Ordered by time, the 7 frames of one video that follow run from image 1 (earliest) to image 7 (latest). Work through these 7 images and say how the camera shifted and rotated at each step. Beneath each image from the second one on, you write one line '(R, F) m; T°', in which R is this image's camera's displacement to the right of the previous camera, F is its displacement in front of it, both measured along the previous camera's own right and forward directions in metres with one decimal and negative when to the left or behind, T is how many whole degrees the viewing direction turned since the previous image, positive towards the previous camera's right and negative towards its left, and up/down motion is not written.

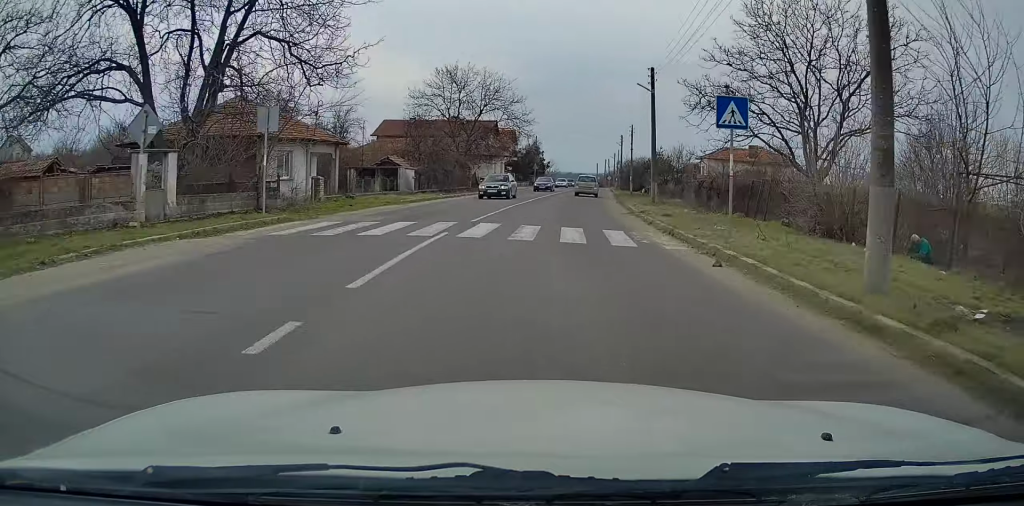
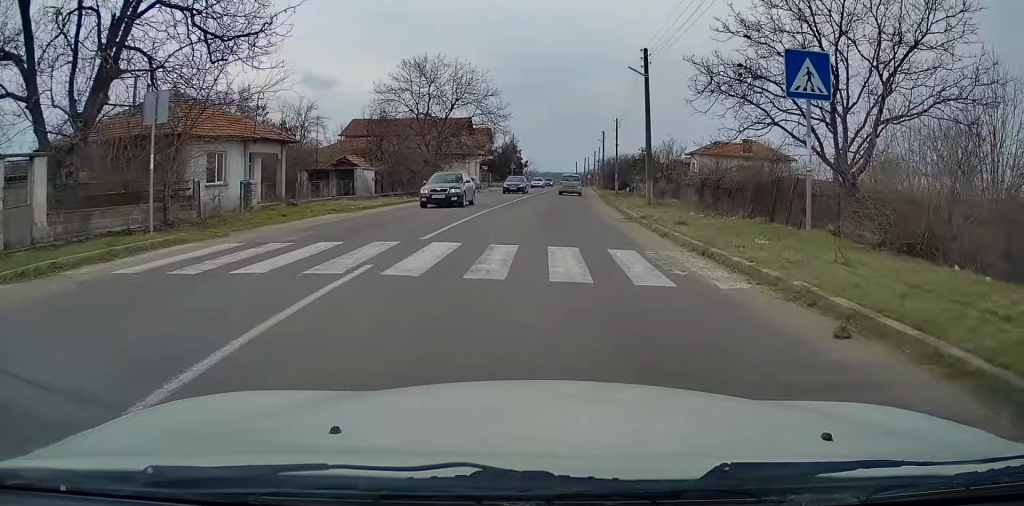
(+0.1, +4.9) m; +1°
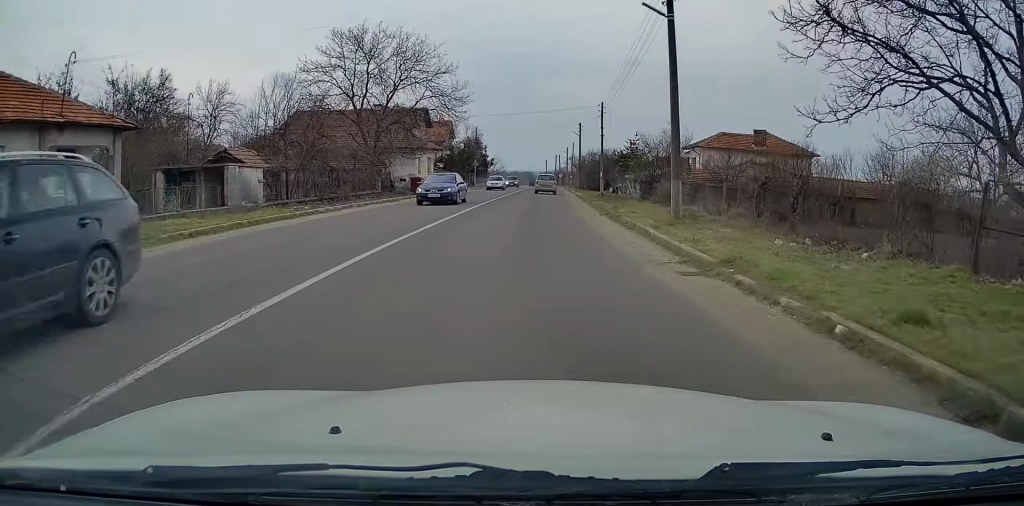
(+0.3, +11.3) m; +2°
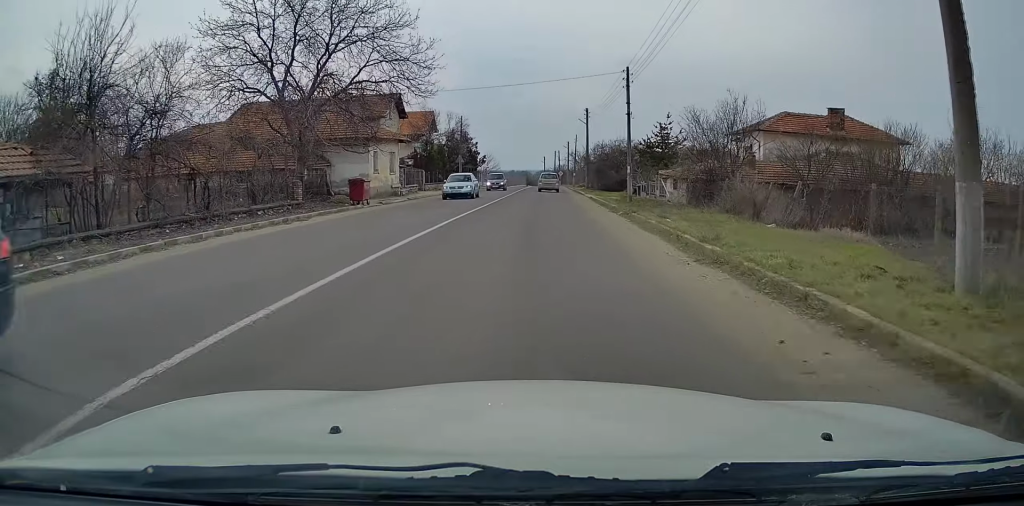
(+0.2, +13.5) m; +1°
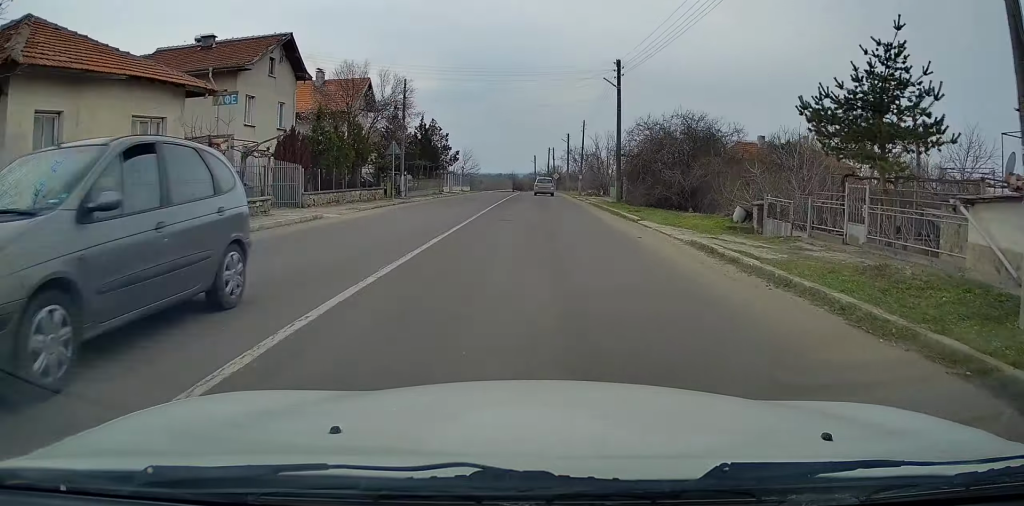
(+0.2, +27.0) m; +1°
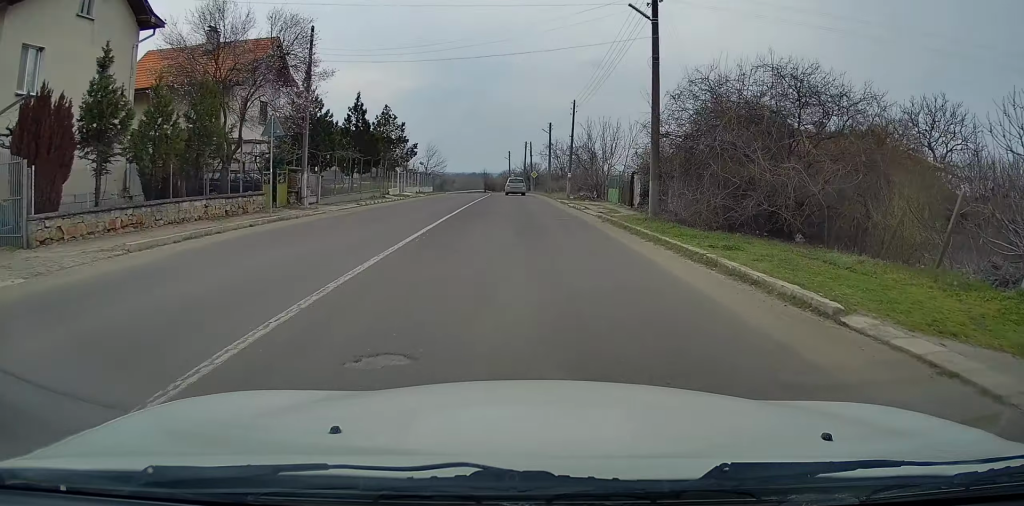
(+0.2, +15.1) m; +1°
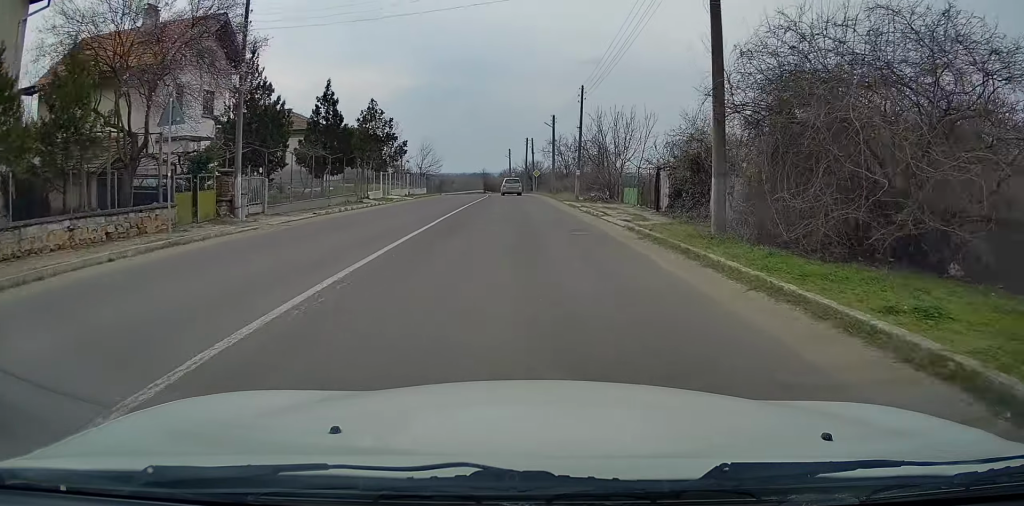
(+0.1, +6.7) m; 0°
